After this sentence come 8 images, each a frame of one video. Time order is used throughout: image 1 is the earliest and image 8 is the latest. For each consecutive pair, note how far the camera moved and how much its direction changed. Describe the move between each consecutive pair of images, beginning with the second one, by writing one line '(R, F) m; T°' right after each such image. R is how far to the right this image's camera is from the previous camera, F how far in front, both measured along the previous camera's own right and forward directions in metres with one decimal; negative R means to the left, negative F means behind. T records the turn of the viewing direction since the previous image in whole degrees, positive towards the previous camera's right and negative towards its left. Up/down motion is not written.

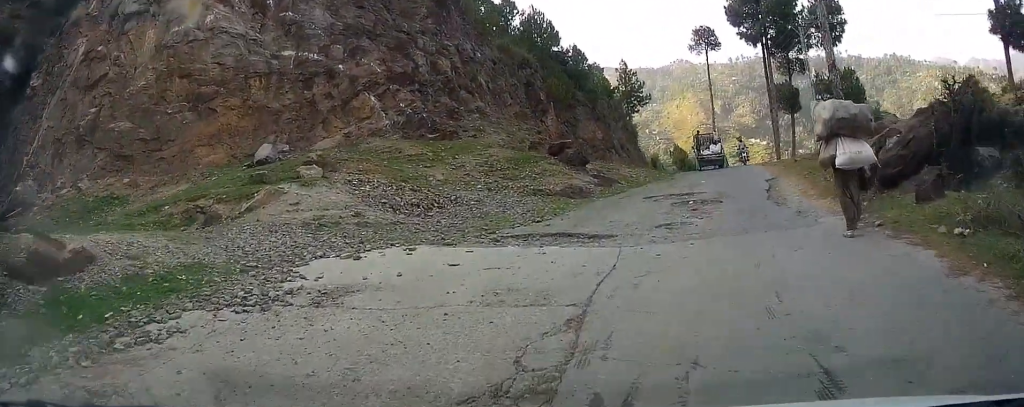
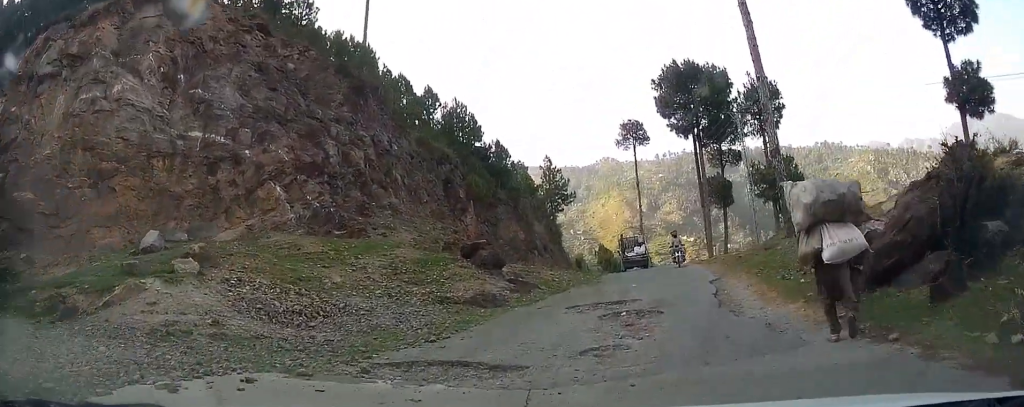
(+0.4, +2.4) m; +10°
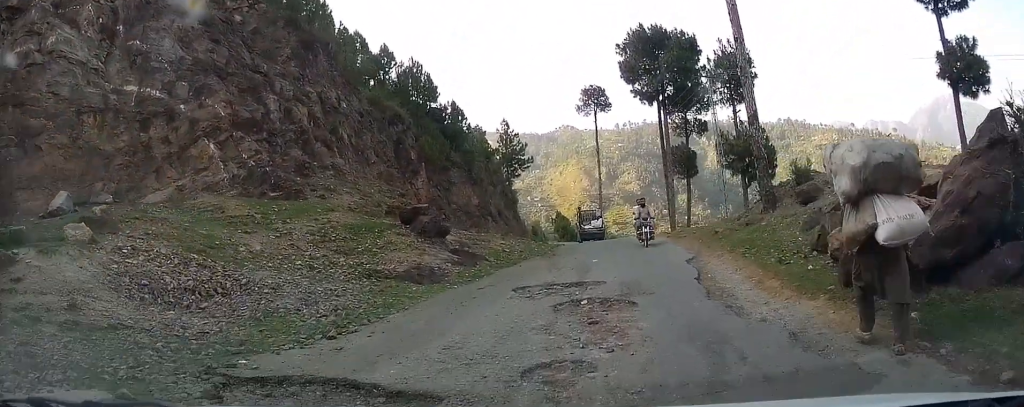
(+0.1, +2.3) m; +2°
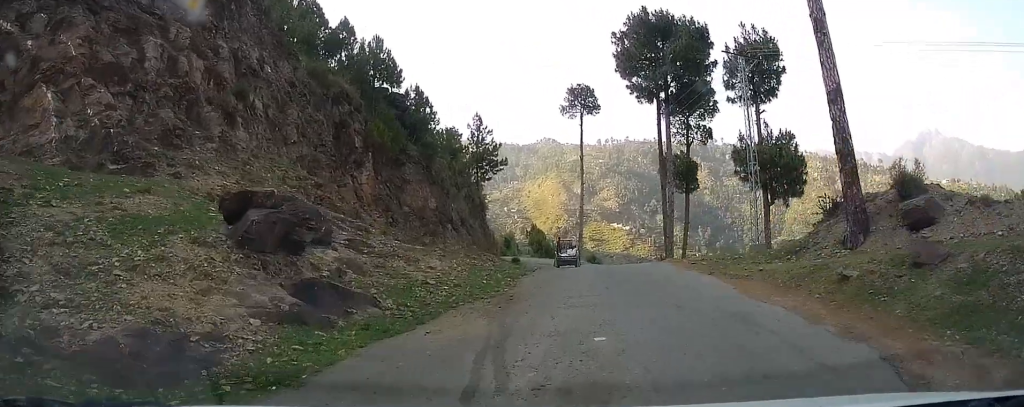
(+0.5, +10.5) m; +6°
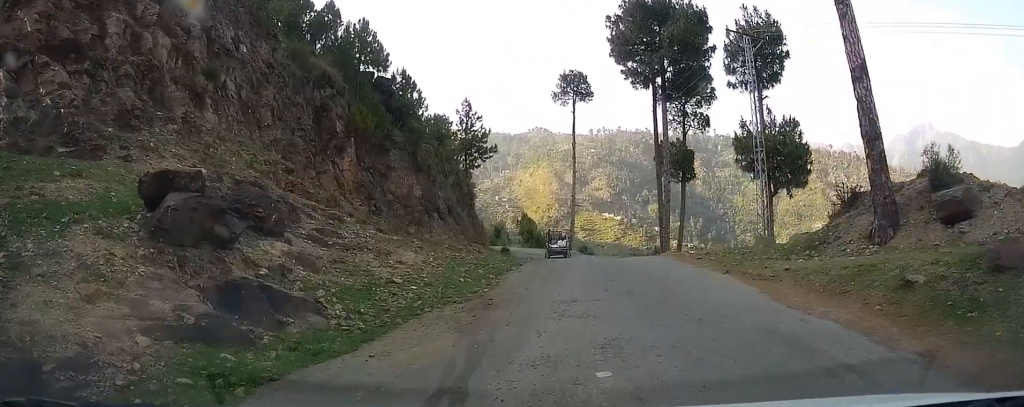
(+0.1, +2.4) m; +2°
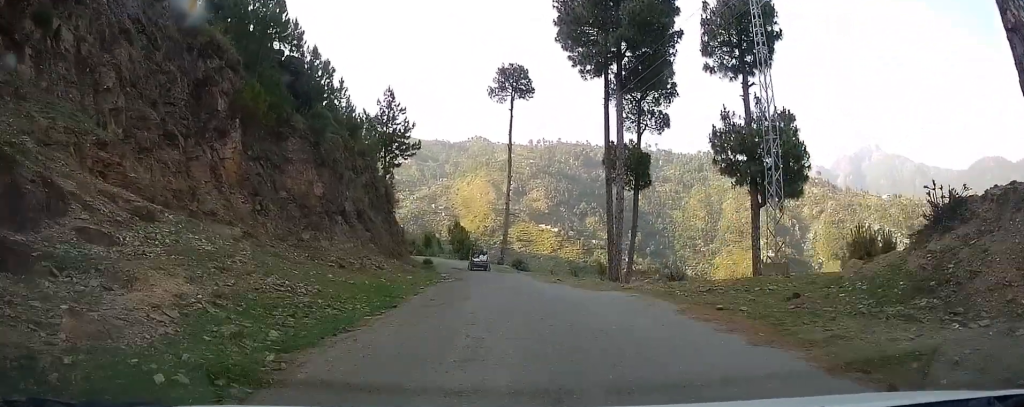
(+0.2, +7.9) m; +1°
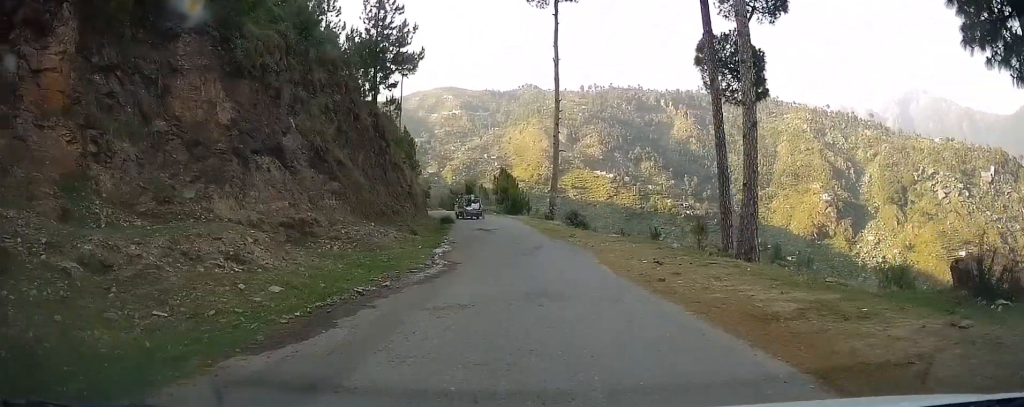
(-0.2, +14.1) m; -3°
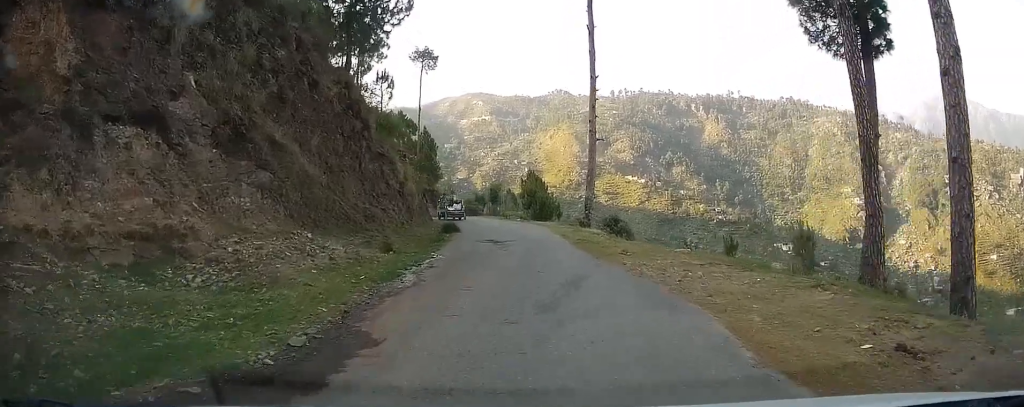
(-0.3, +9.8) m; -3°
